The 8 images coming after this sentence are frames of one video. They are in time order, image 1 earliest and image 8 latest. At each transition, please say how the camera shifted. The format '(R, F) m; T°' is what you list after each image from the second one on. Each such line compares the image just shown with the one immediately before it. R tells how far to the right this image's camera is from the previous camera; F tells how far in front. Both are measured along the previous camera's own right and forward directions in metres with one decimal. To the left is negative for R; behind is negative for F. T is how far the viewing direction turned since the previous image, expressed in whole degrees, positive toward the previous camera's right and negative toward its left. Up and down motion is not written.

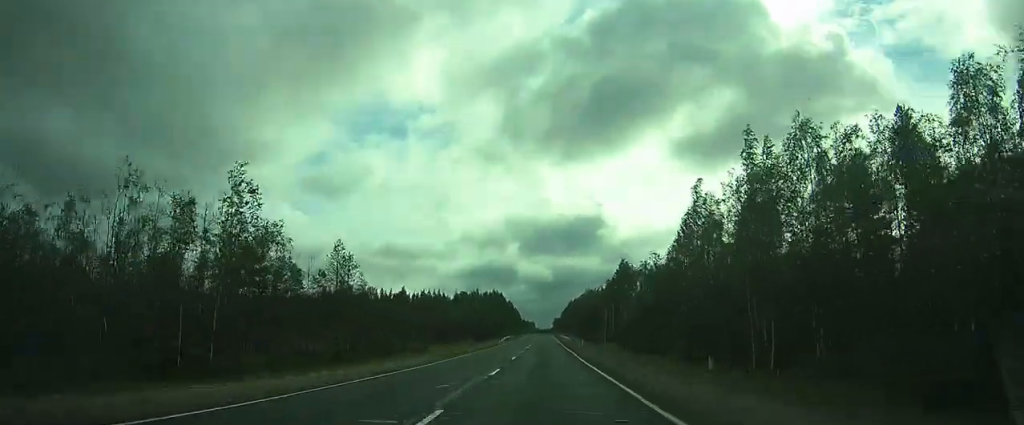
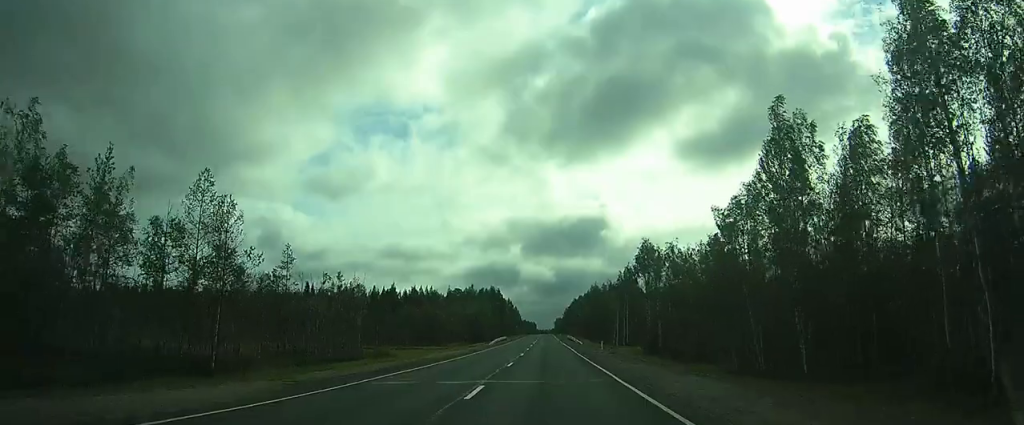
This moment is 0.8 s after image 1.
(+0.1, +19.1) m; 0°
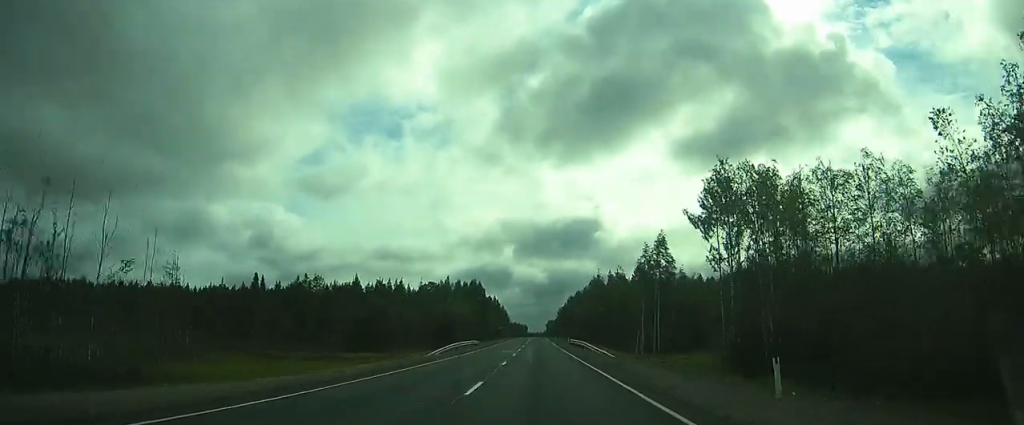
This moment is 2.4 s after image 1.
(-0.3, +35.4) m; -1°
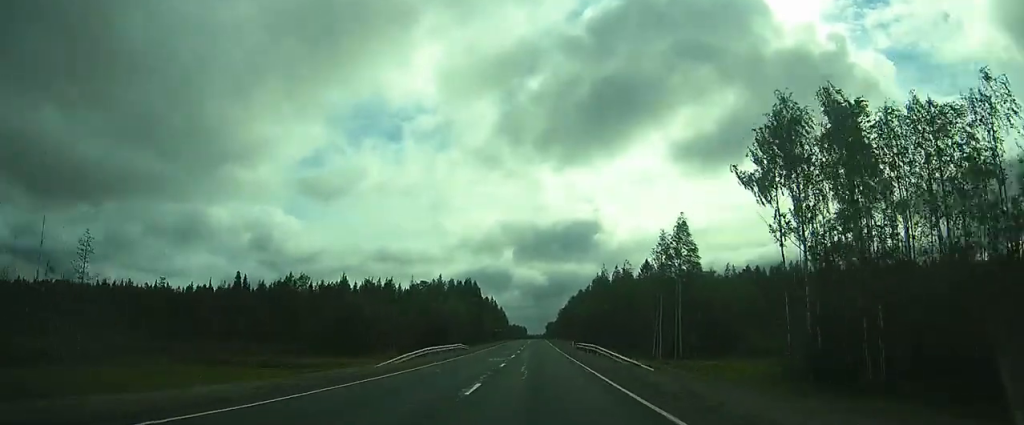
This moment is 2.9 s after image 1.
(0.0, +11.6) m; 0°
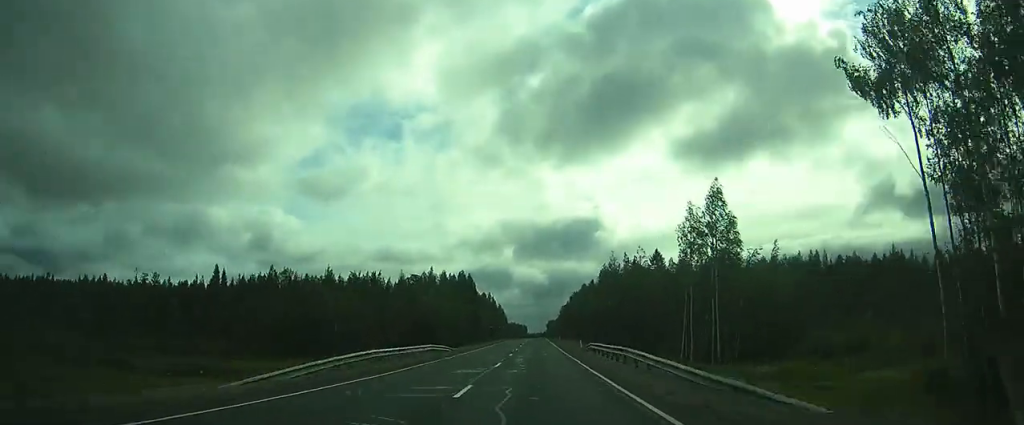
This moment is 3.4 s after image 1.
(0.0, +13.2) m; 0°
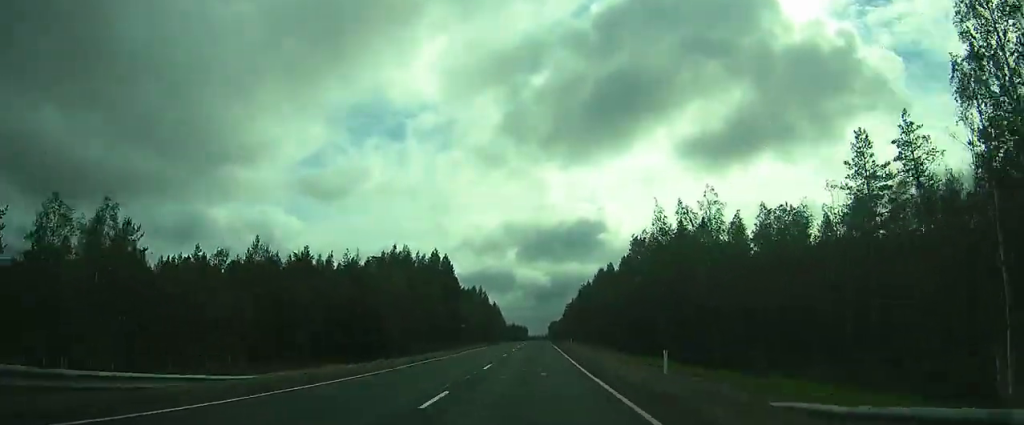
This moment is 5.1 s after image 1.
(0.0, +38.9) m; 0°
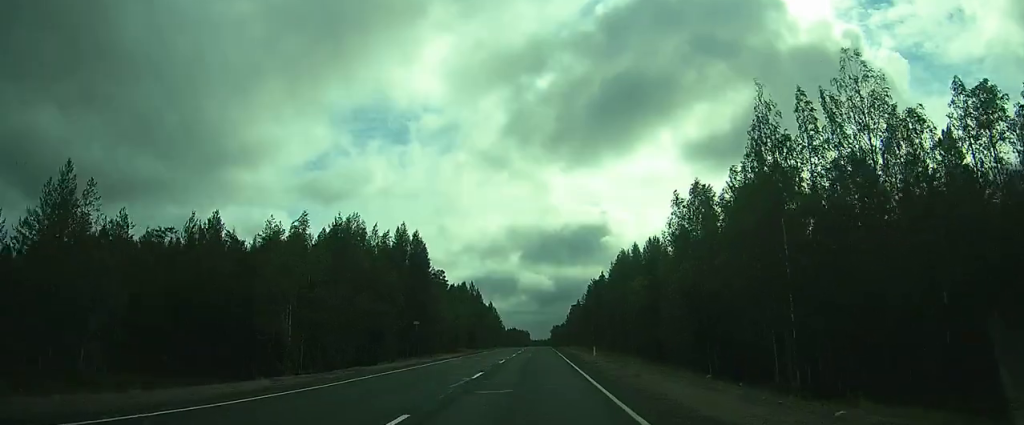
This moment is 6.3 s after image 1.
(-0.1, +28.0) m; 0°
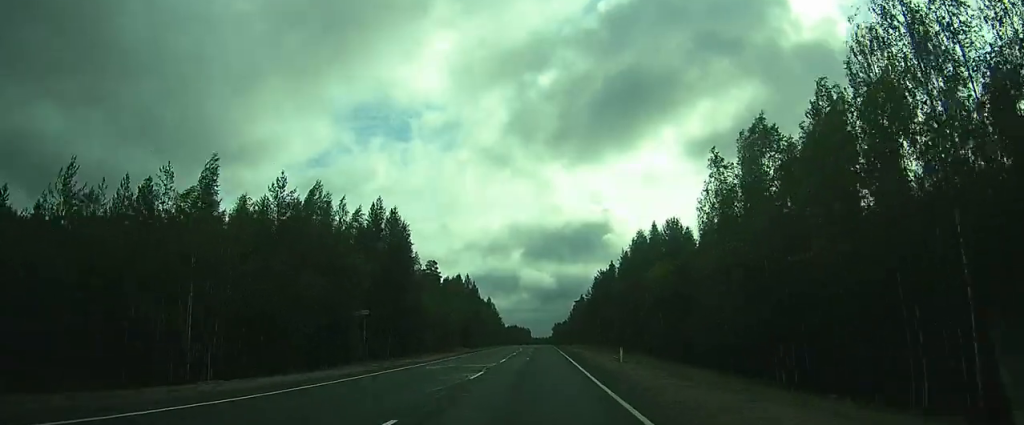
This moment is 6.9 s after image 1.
(0.0, +13.2) m; 0°
